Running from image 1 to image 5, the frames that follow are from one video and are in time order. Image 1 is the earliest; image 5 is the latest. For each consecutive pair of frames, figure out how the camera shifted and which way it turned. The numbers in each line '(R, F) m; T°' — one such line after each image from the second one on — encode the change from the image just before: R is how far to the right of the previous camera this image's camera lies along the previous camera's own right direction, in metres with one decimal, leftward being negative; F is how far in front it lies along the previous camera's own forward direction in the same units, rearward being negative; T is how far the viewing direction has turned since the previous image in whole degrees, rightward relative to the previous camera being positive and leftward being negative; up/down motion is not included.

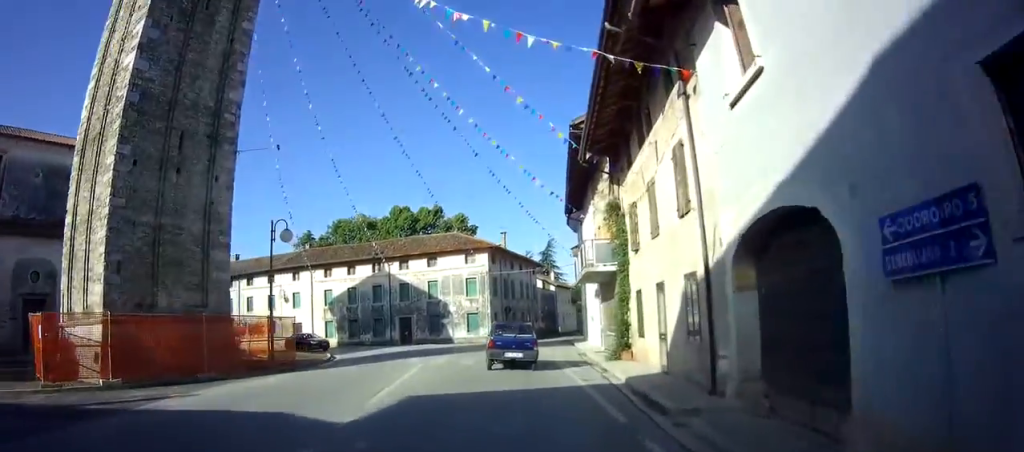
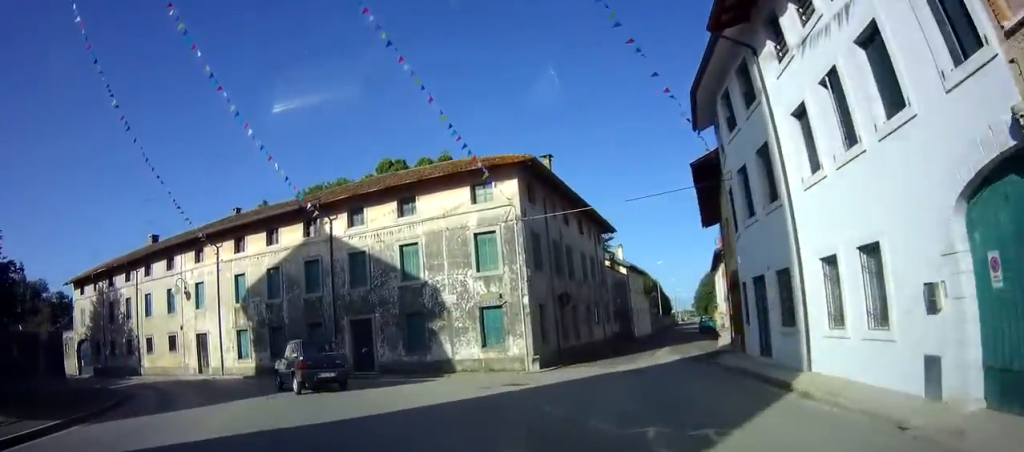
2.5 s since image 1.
(-0.6, +22.2) m; -14°
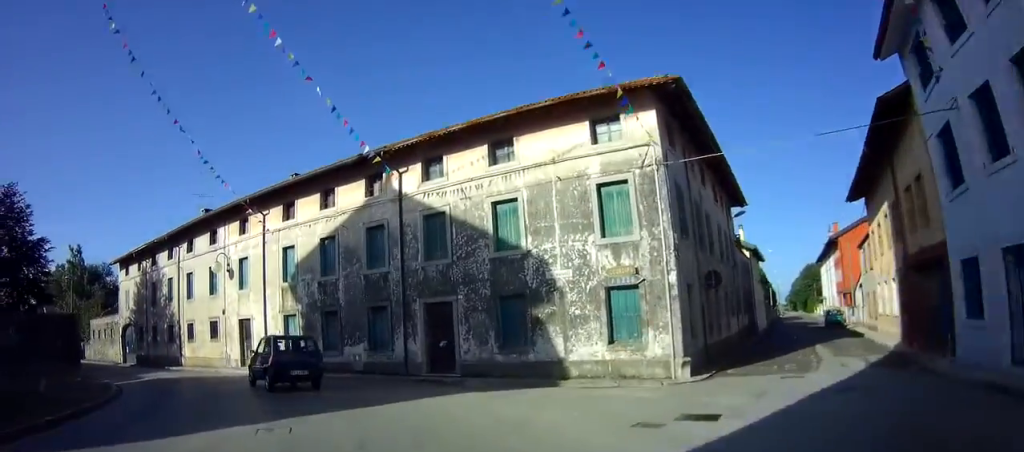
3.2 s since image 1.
(-0.7, +6.1) m; -8°
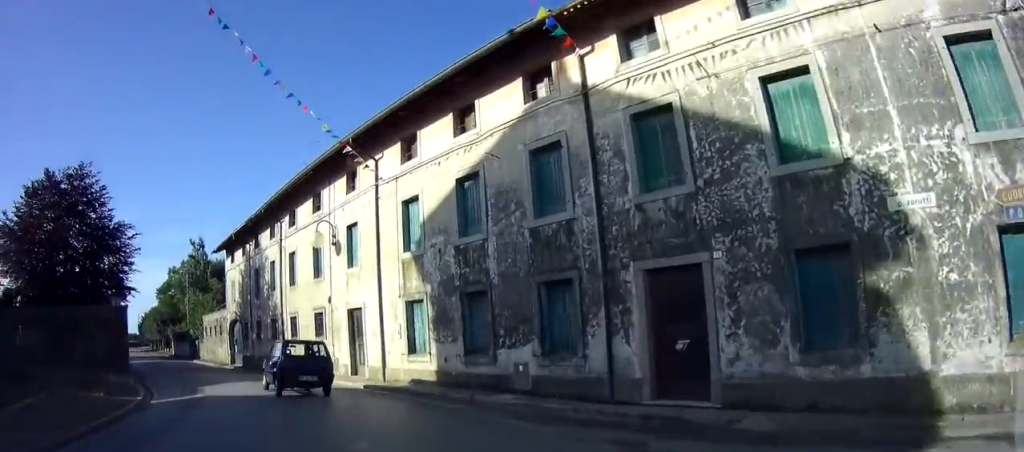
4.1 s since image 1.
(-0.8, +8.4) m; -11°
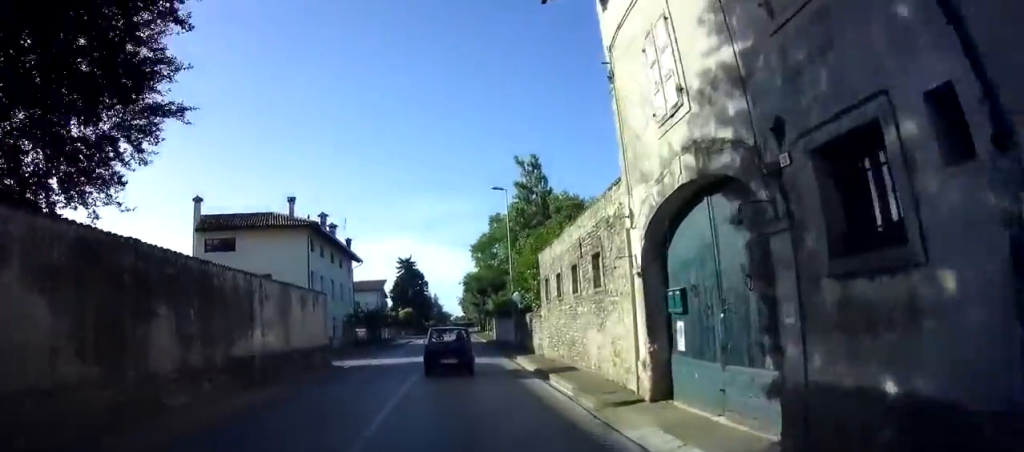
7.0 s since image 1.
(-11.1, +27.3) m; -38°
